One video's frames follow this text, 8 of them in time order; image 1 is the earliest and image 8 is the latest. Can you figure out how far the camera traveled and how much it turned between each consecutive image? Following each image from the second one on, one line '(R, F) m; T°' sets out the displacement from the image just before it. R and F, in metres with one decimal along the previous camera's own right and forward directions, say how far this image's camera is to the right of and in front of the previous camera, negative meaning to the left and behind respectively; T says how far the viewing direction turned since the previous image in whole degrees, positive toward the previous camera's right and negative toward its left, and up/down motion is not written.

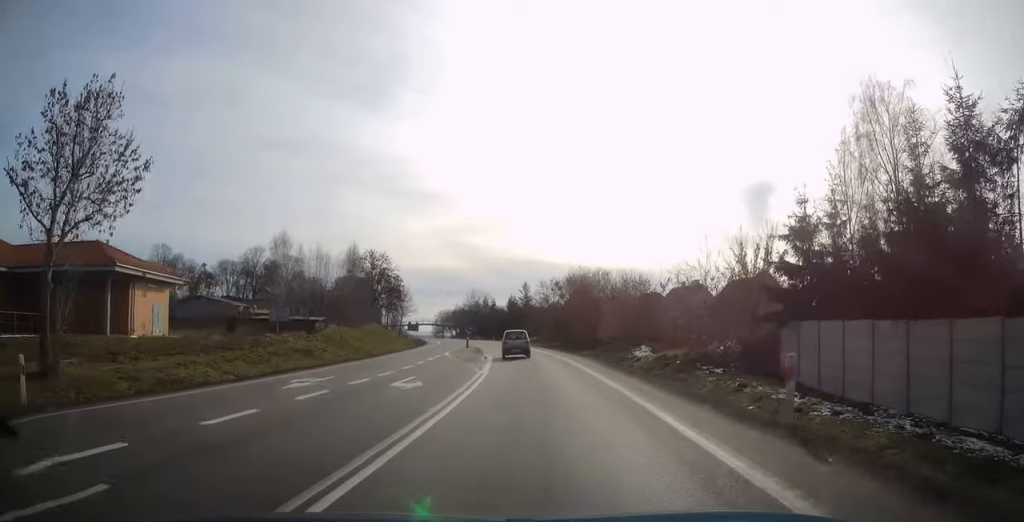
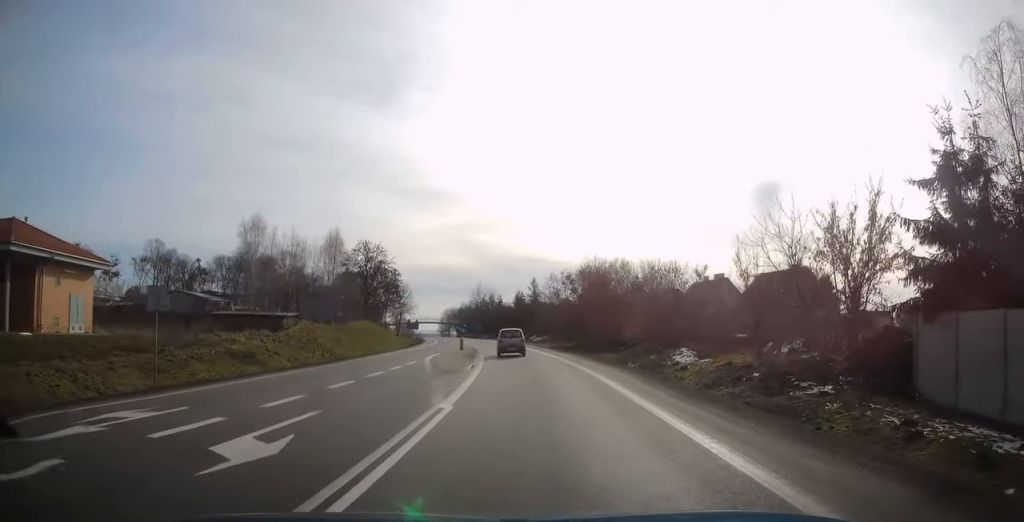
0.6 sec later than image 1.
(-0.1, +9.4) m; -1°
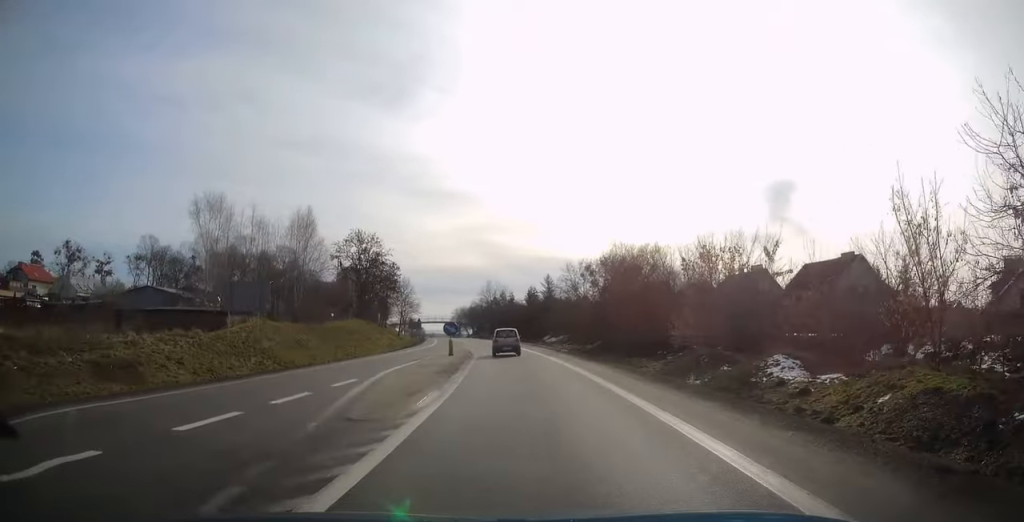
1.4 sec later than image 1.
(-0.1, +11.3) m; -1°
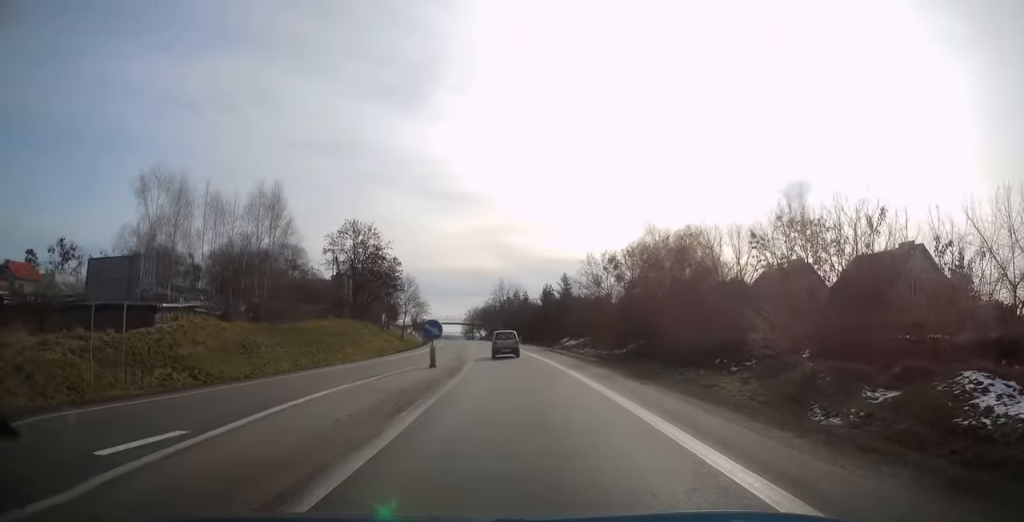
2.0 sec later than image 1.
(-0.1, +9.6) m; -1°
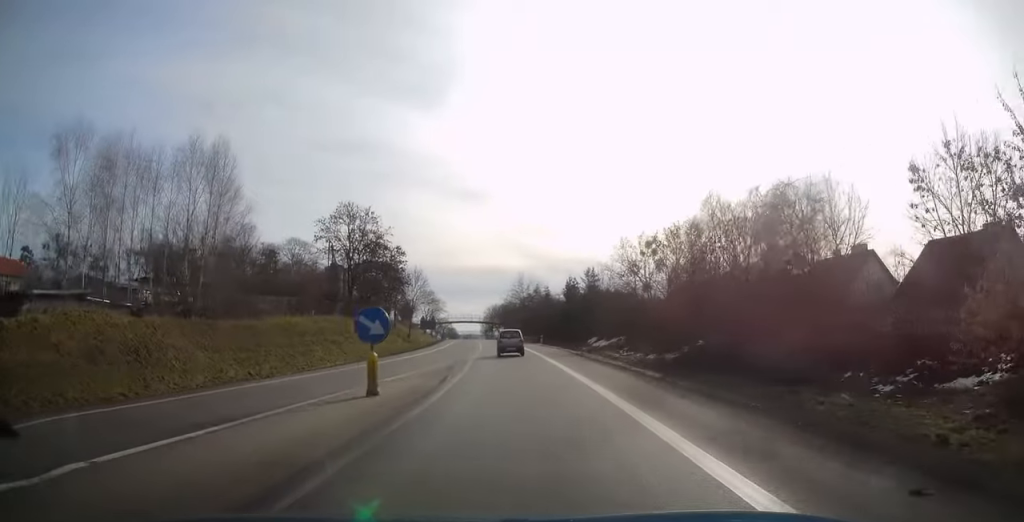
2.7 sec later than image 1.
(-0.1, +10.9) m; -2°
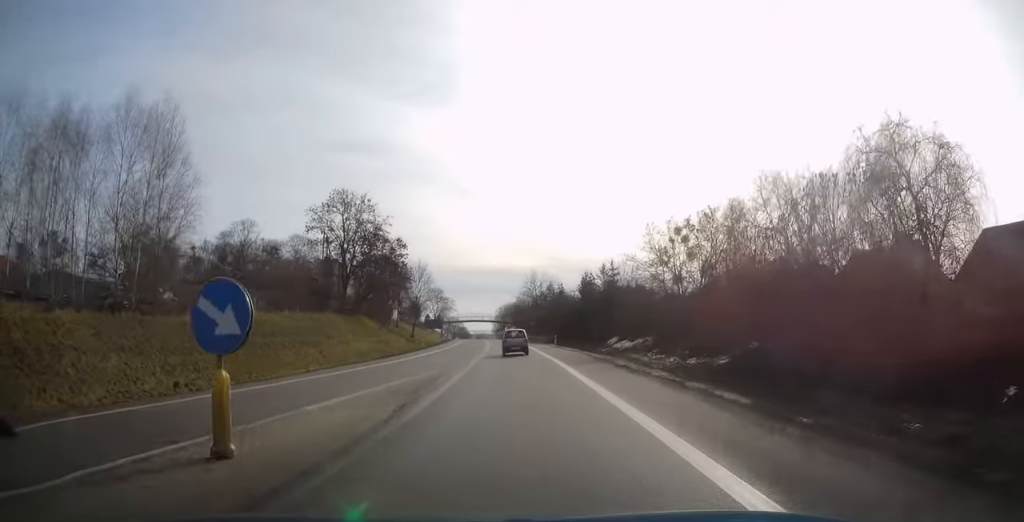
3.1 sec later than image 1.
(-0.1, +6.8) m; -1°
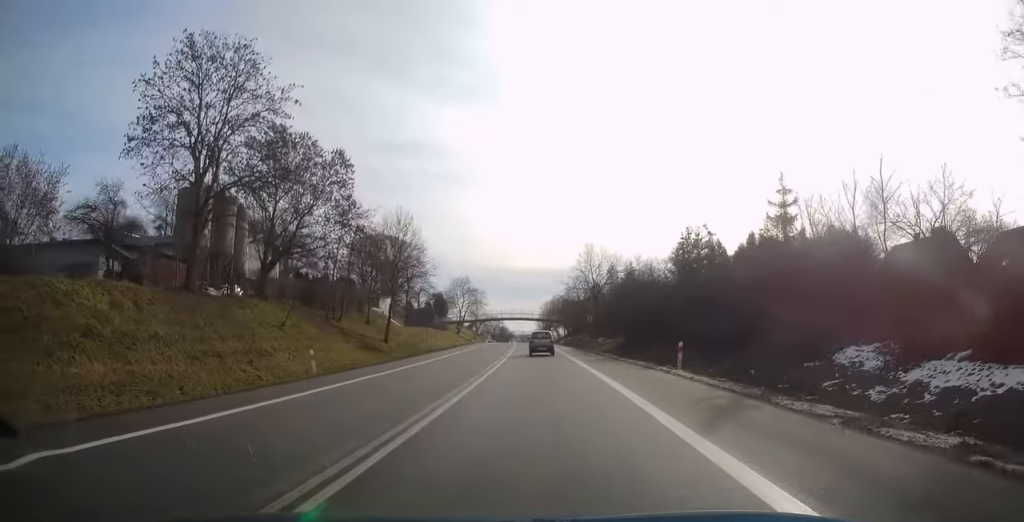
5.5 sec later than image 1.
(-1.7, +37.4) m; -5°
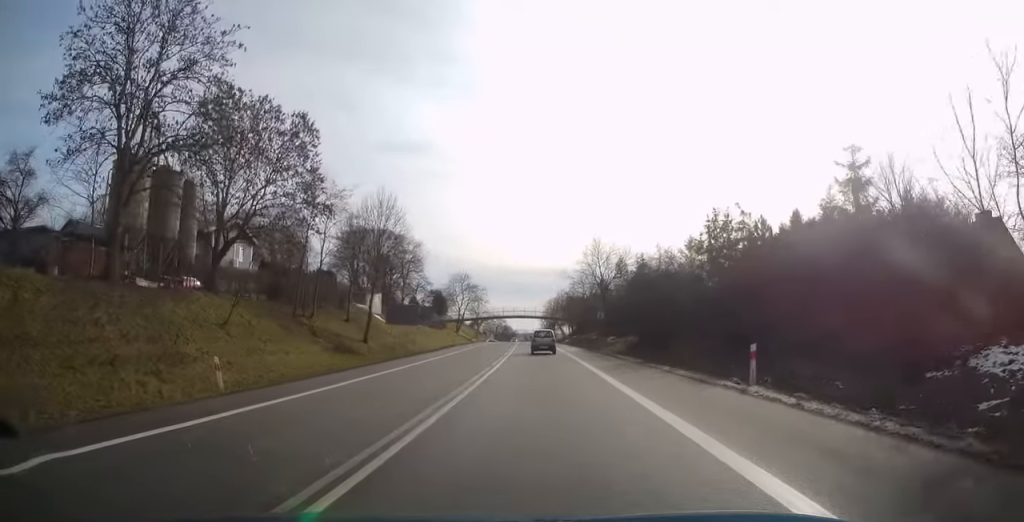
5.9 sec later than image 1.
(-0.1, +7.0) m; -1°
